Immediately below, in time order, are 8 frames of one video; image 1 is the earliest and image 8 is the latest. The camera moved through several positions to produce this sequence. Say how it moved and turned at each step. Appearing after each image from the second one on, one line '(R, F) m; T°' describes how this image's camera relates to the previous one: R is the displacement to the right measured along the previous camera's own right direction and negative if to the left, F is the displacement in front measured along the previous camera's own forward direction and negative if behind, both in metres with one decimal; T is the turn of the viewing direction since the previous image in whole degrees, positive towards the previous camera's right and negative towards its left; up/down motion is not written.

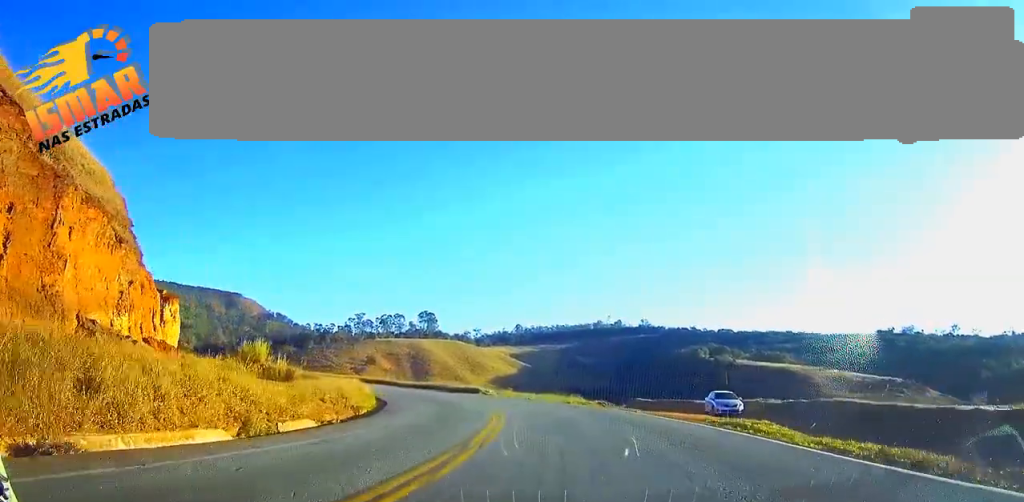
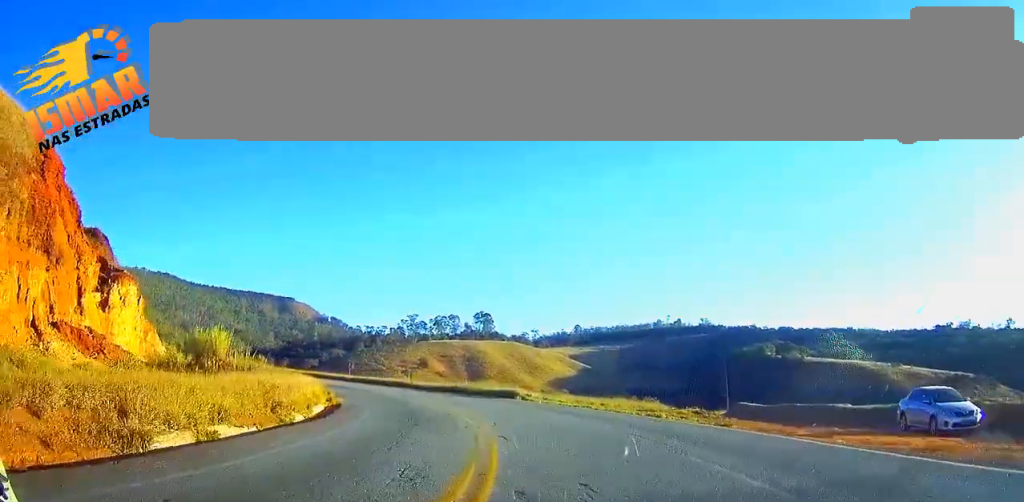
(-0.7, +20.5) m; -9°
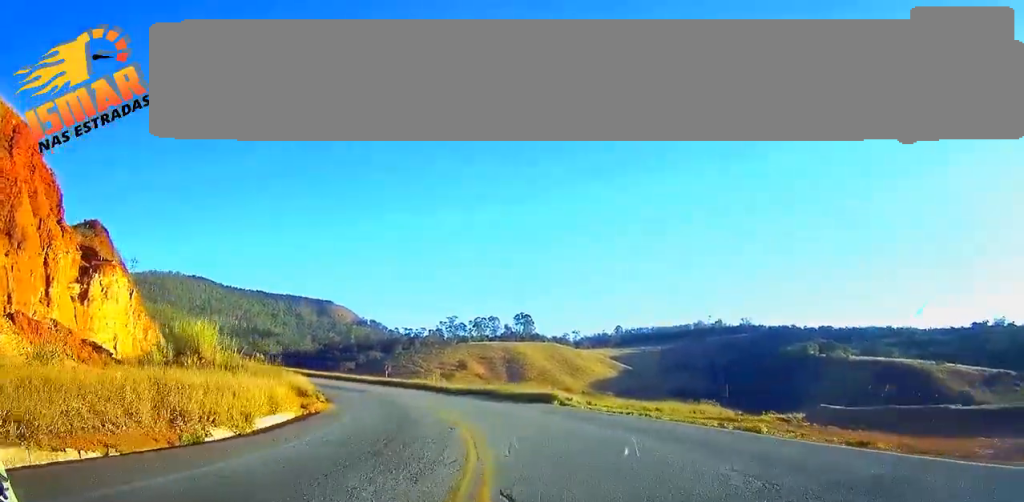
(+0.7, +8.6) m; -7°
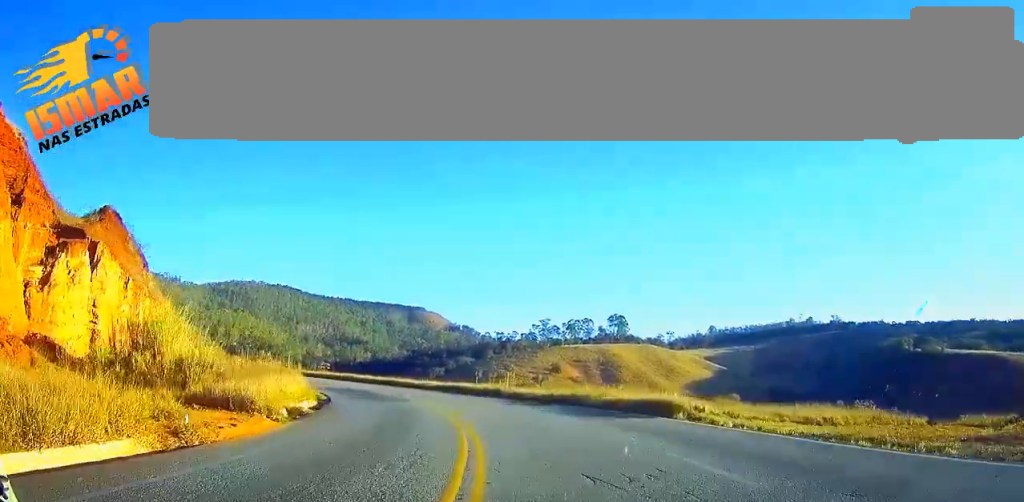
(-2.8, +14.0) m; -12°
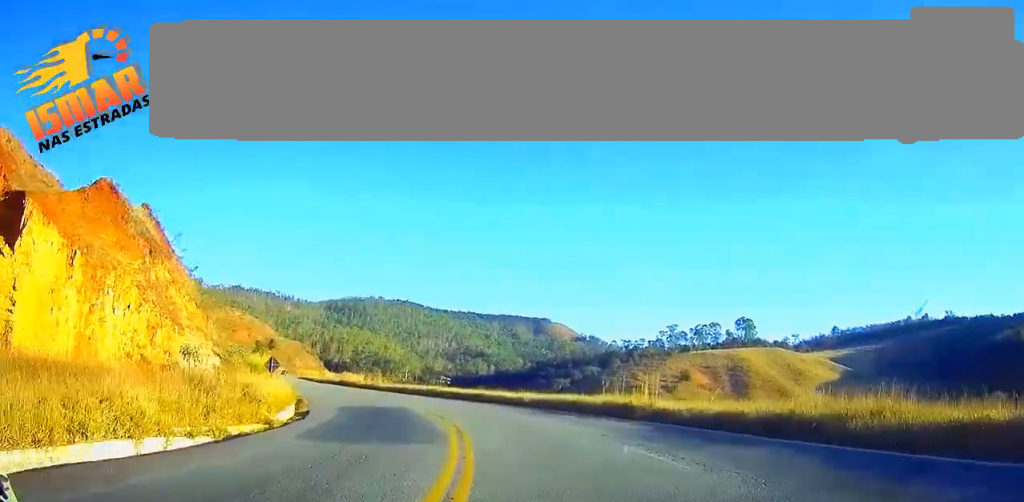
(-2.4, +20.2) m; -7°
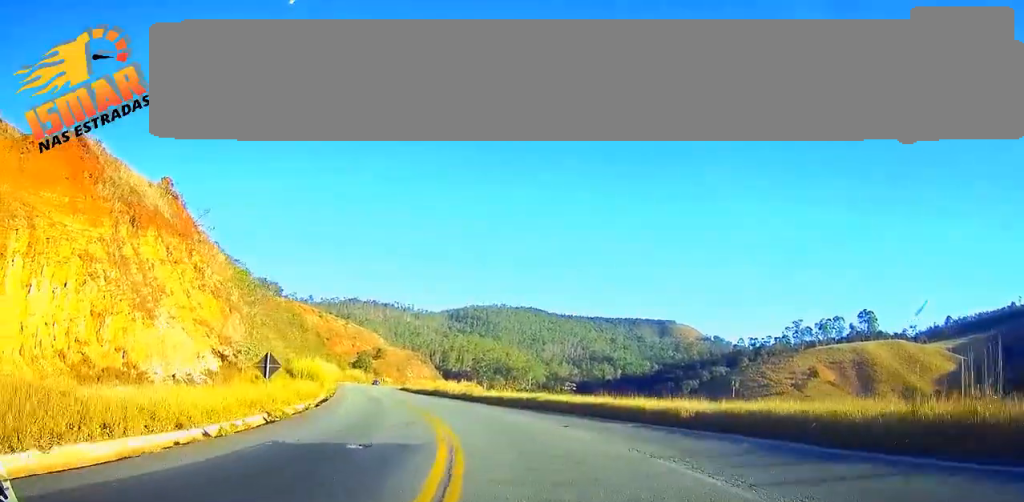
(-0.1, +18.7) m; 0°
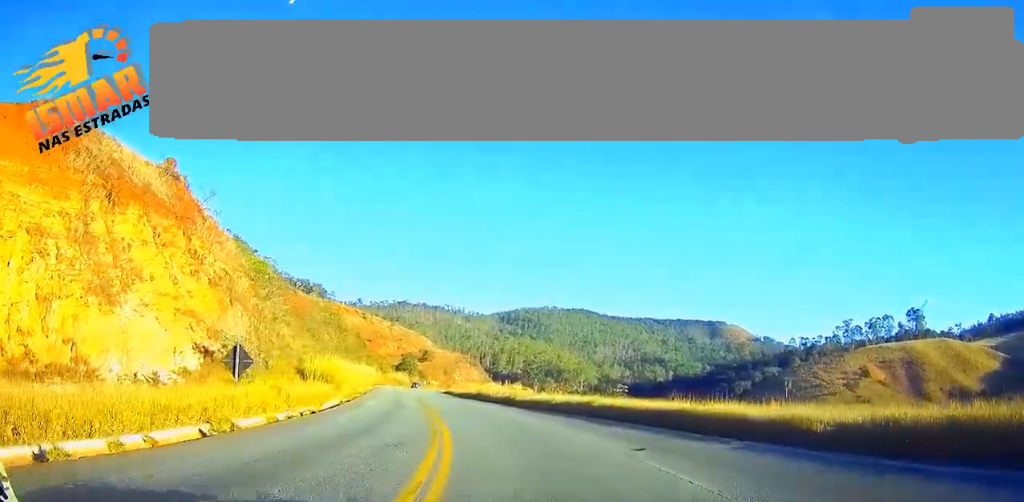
(0.0, +7.8) m; 0°
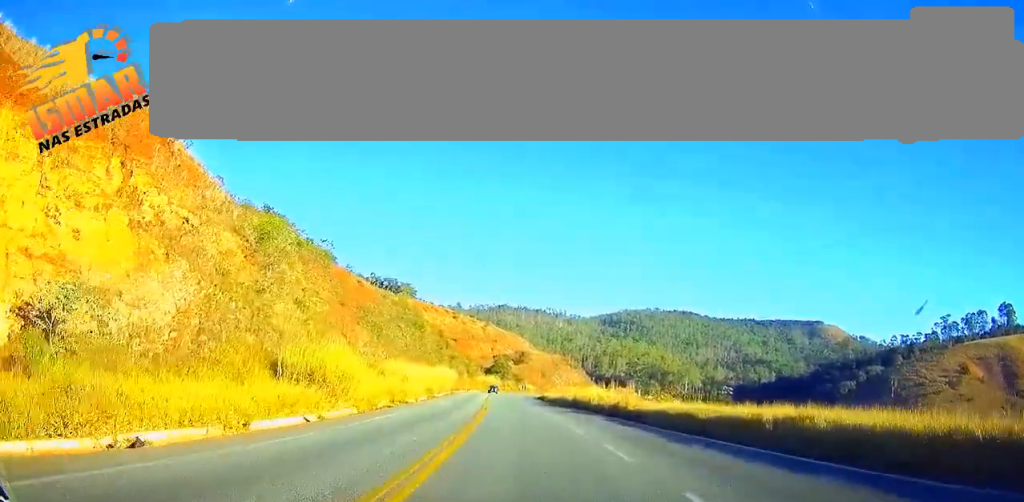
(0.0, +18.7) m; 0°
